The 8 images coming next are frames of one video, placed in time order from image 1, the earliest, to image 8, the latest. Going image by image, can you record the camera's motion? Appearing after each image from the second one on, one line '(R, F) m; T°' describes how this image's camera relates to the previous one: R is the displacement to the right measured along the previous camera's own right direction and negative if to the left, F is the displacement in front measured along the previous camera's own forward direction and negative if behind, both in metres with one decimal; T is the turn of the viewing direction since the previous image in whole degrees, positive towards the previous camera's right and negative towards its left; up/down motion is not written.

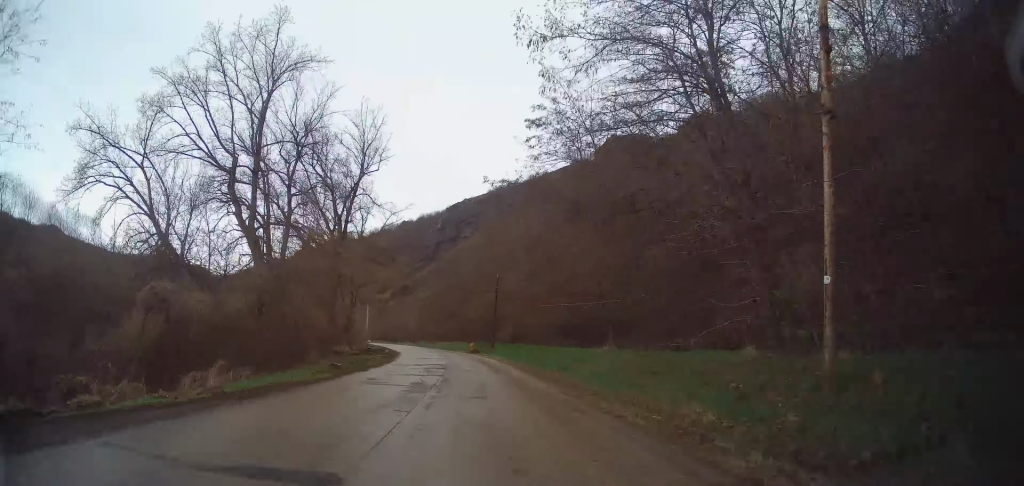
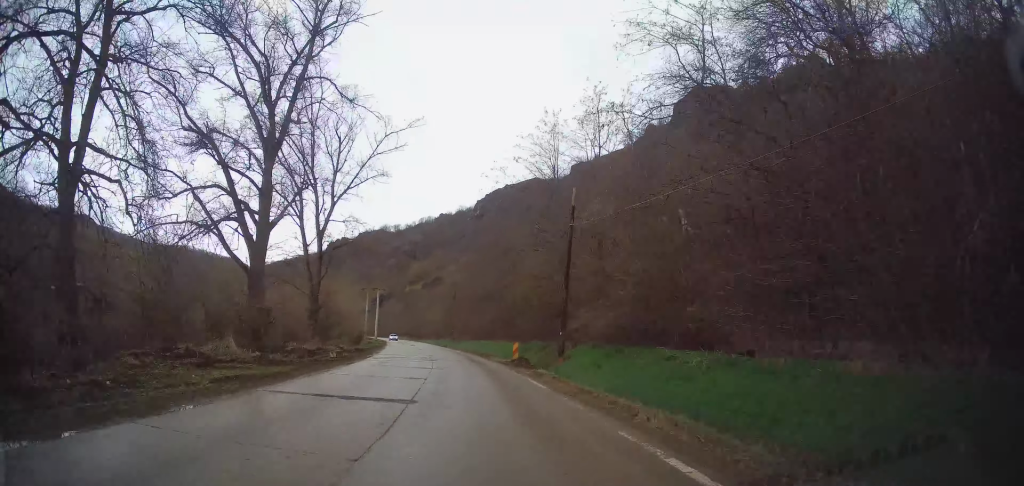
(-1.0, +29.2) m; -3°
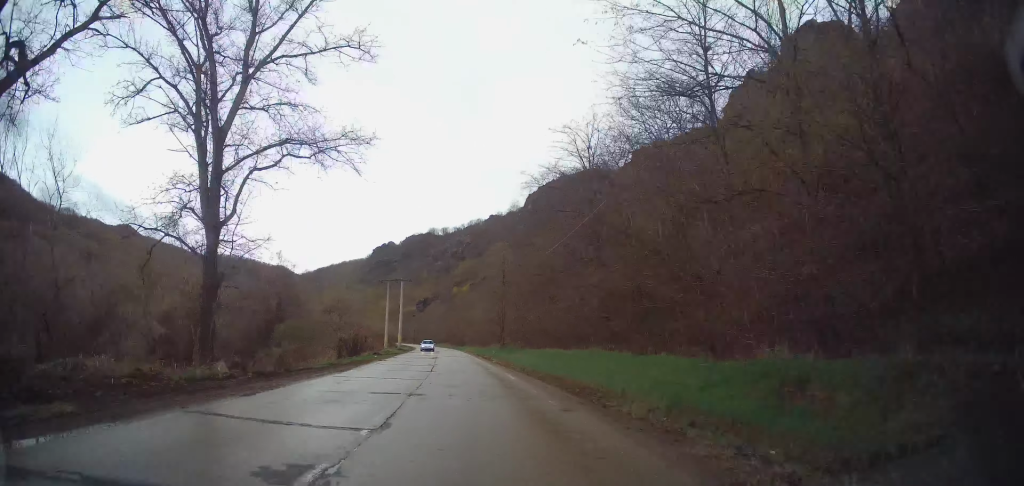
(-0.6, +25.2) m; -4°
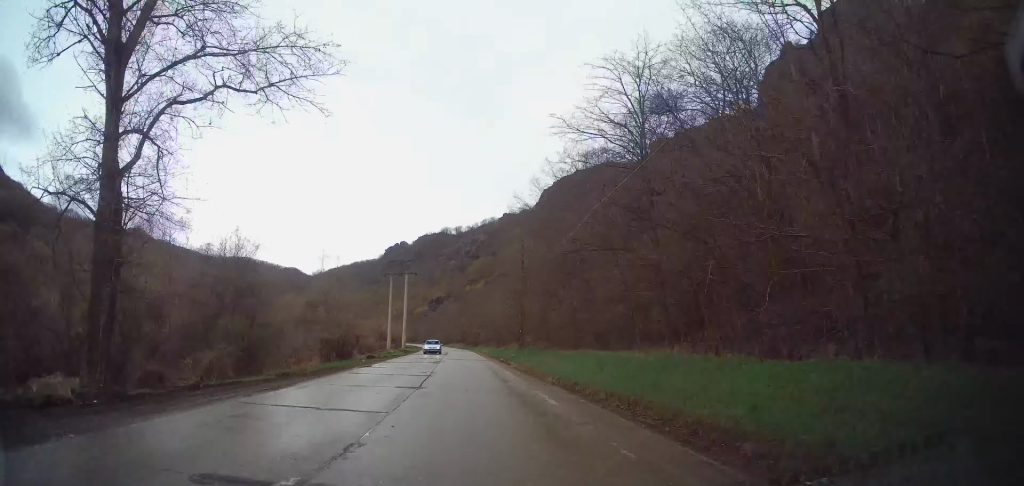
(-0.2, +7.9) m; -2°
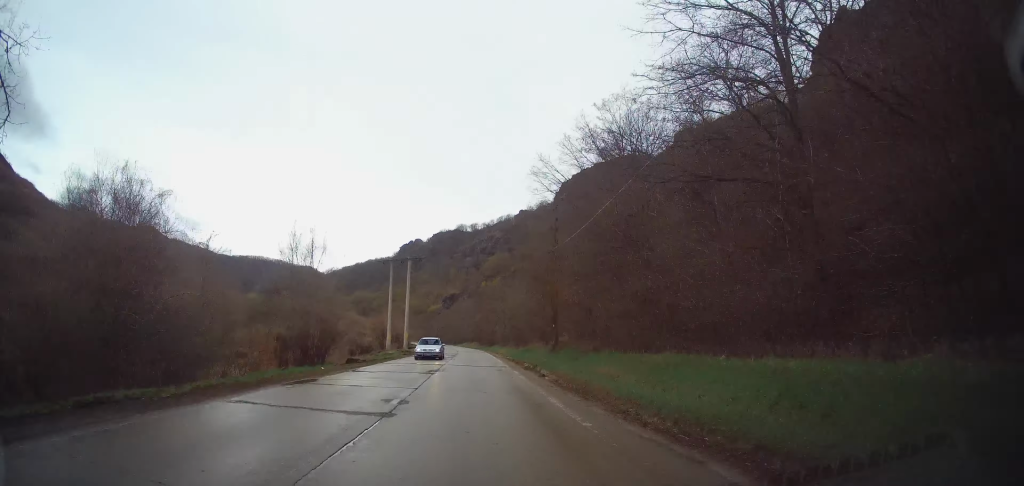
(-0.1, +10.4) m; -2°
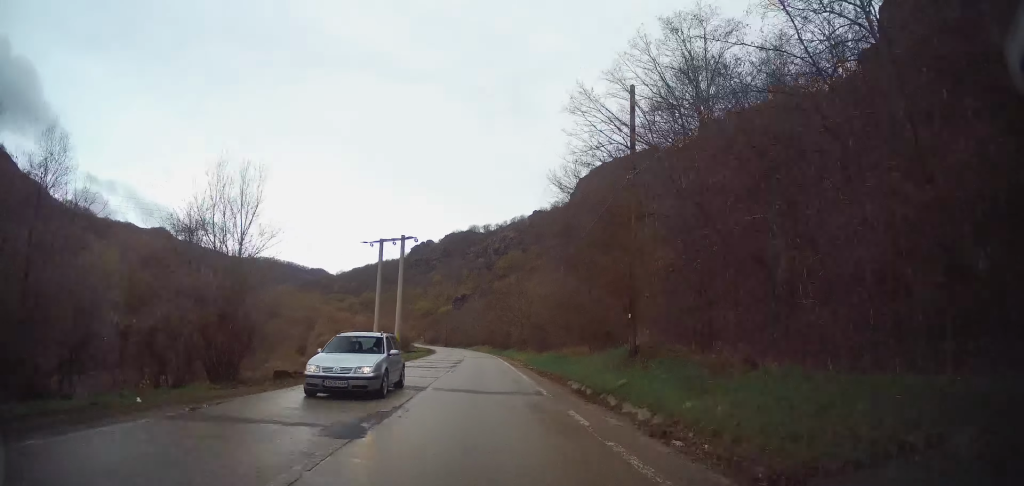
(-0.4, +12.4) m; -2°
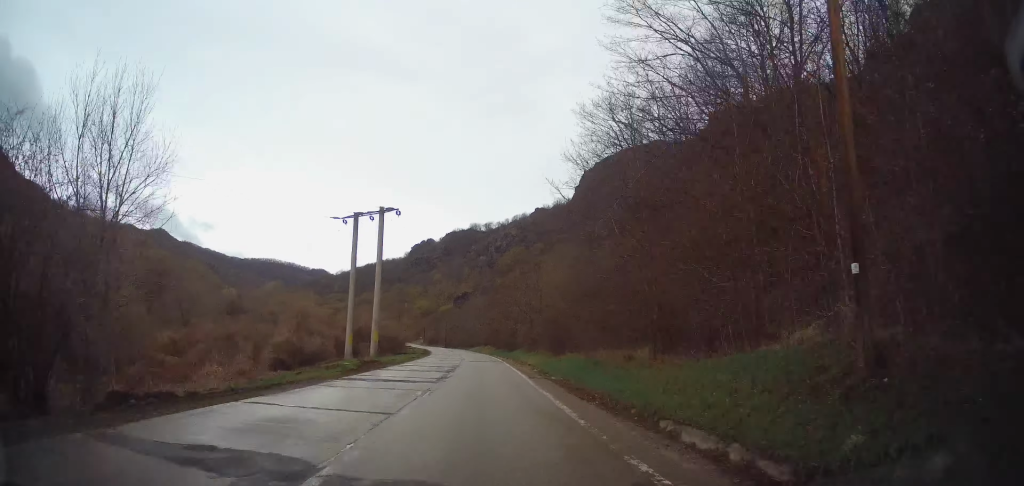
(-0.1, +9.4) m; -1°
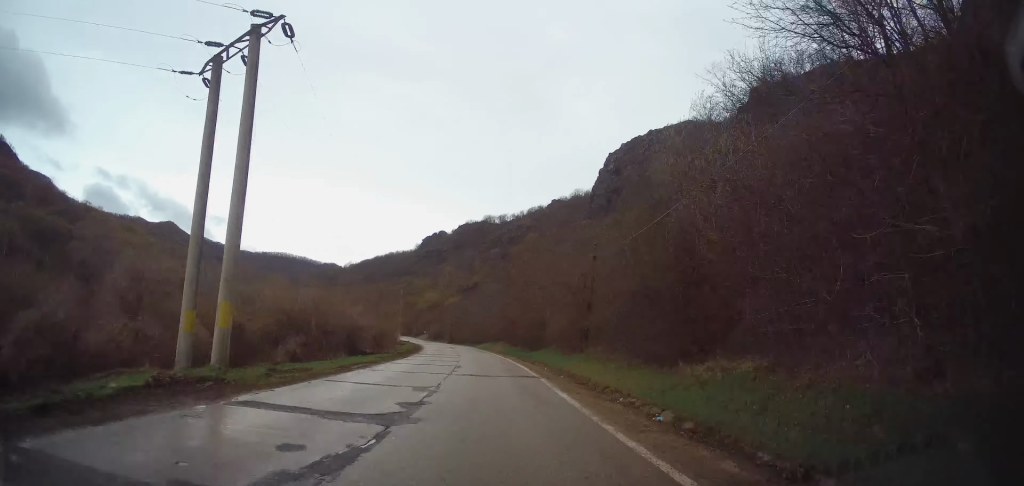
(-0.5, +21.0) m; -2°
